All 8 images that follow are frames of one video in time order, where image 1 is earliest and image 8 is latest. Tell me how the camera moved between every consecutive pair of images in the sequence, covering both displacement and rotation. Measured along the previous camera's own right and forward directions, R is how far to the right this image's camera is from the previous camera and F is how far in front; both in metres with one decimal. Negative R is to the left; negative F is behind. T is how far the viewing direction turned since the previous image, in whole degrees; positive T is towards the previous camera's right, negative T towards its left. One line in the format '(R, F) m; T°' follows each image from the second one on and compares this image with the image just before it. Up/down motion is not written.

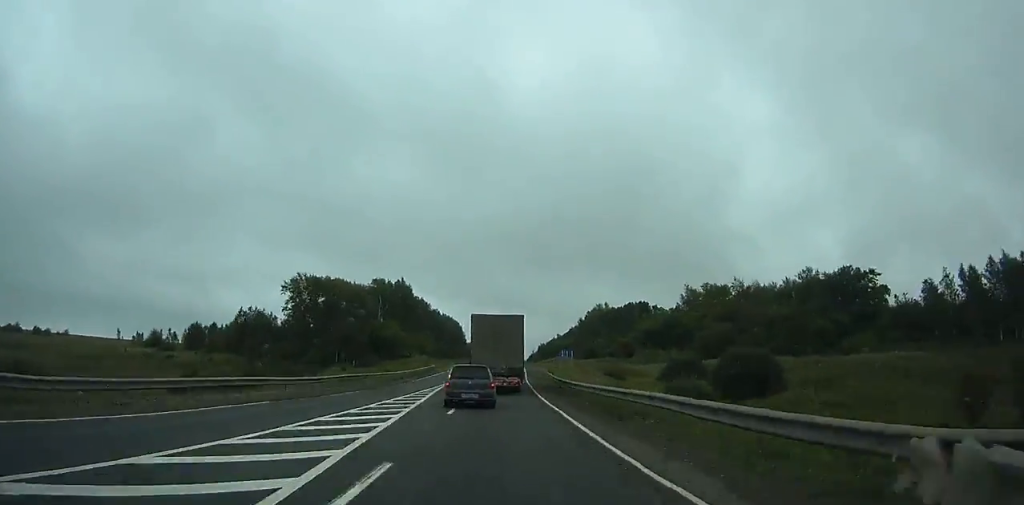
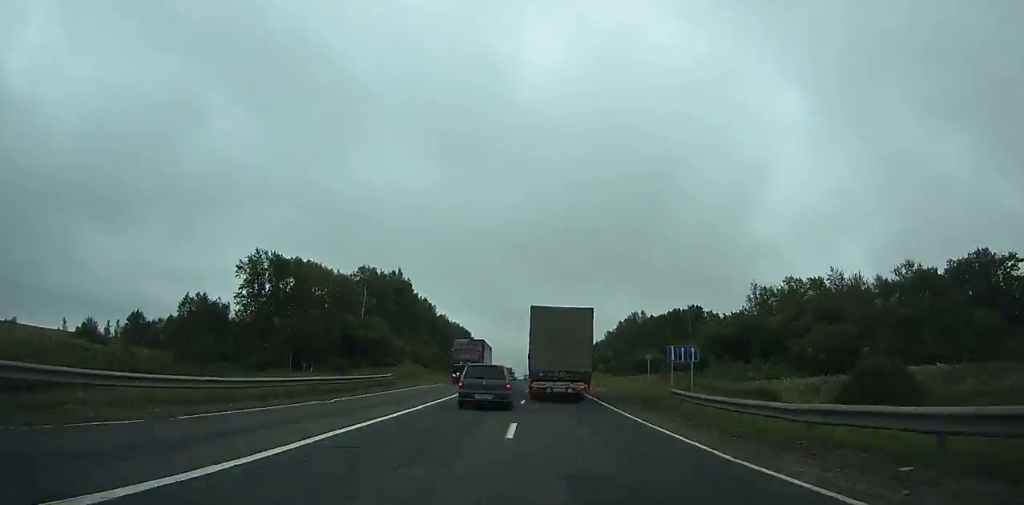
(0.0, +43.0) m; 0°
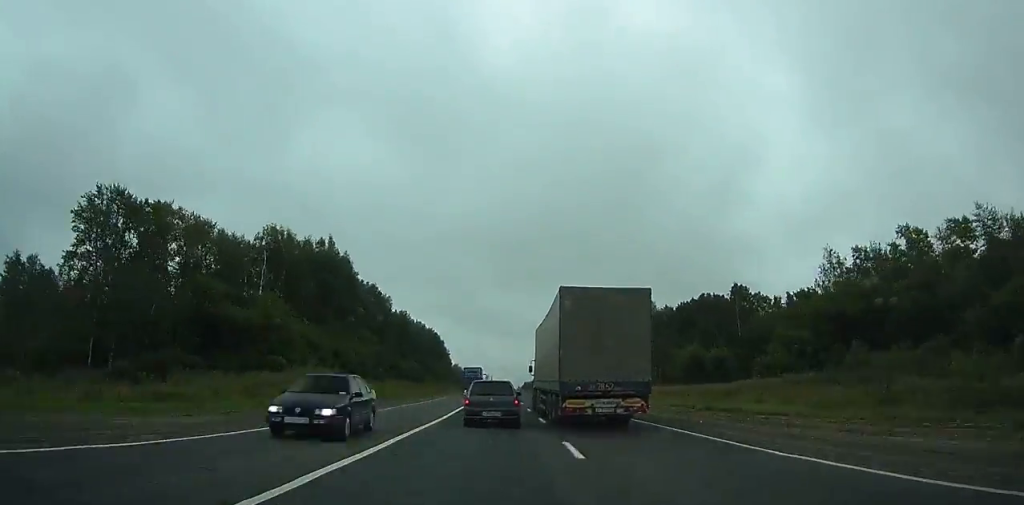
(-0.4, +48.9) m; +1°
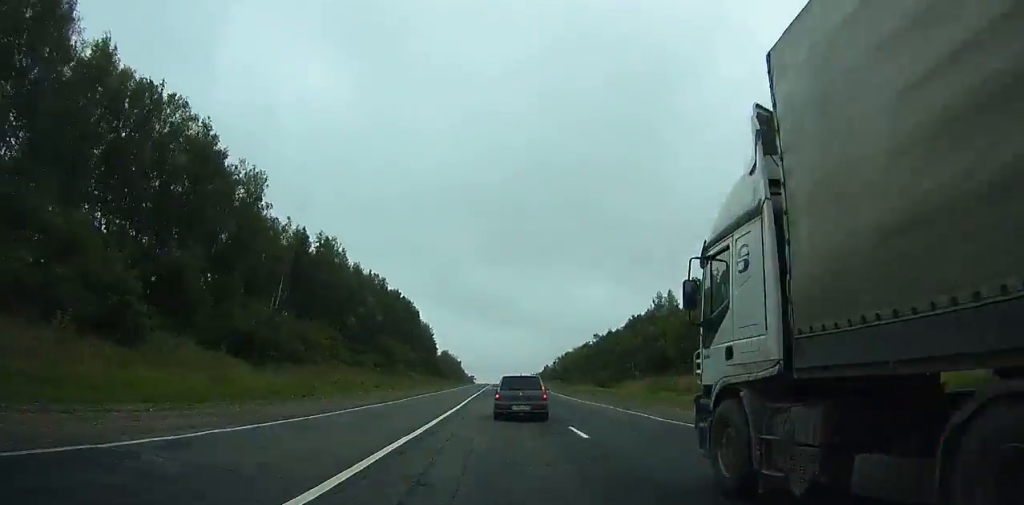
(+1.1, +101.1) m; +1°
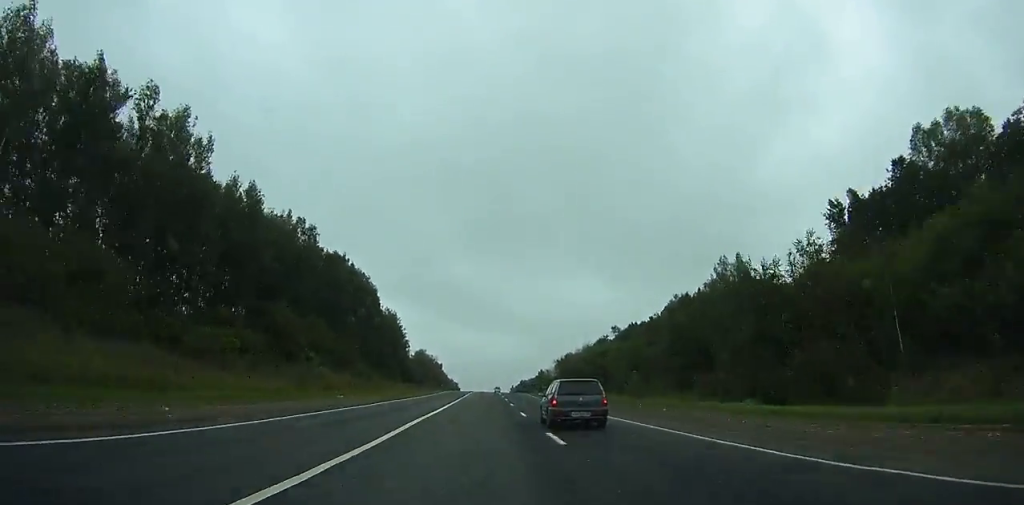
(+0.2, +59.4) m; 0°
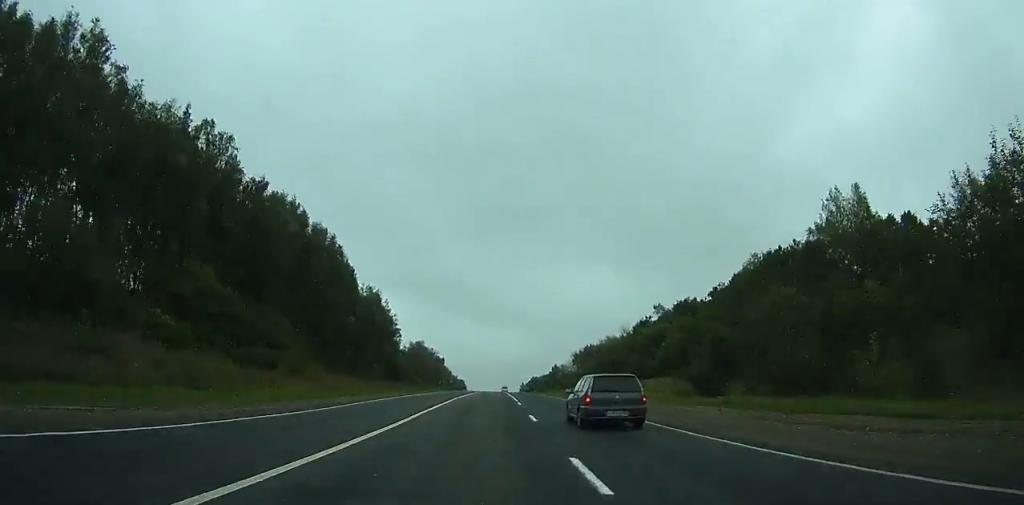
(+0.1, +41.2) m; 0°
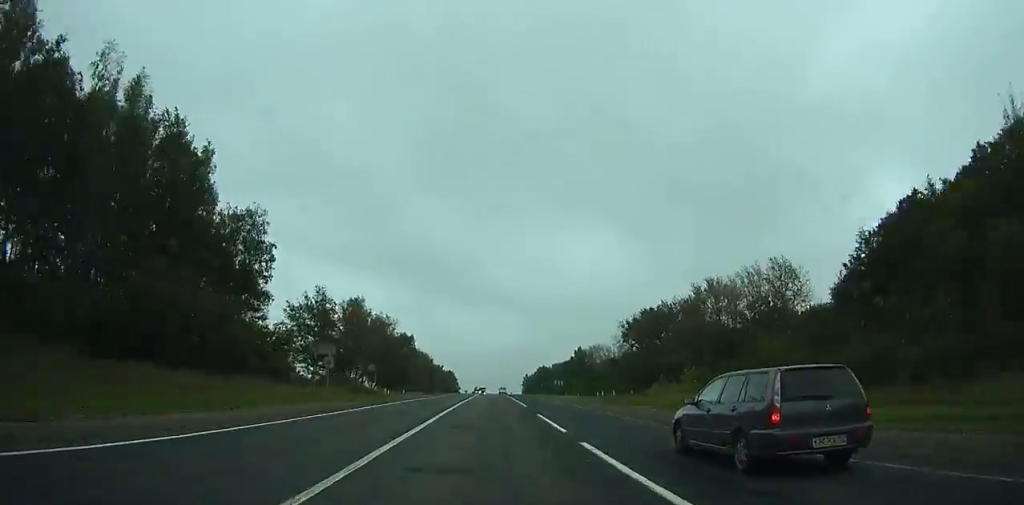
(-0.1, +115.3) m; 0°
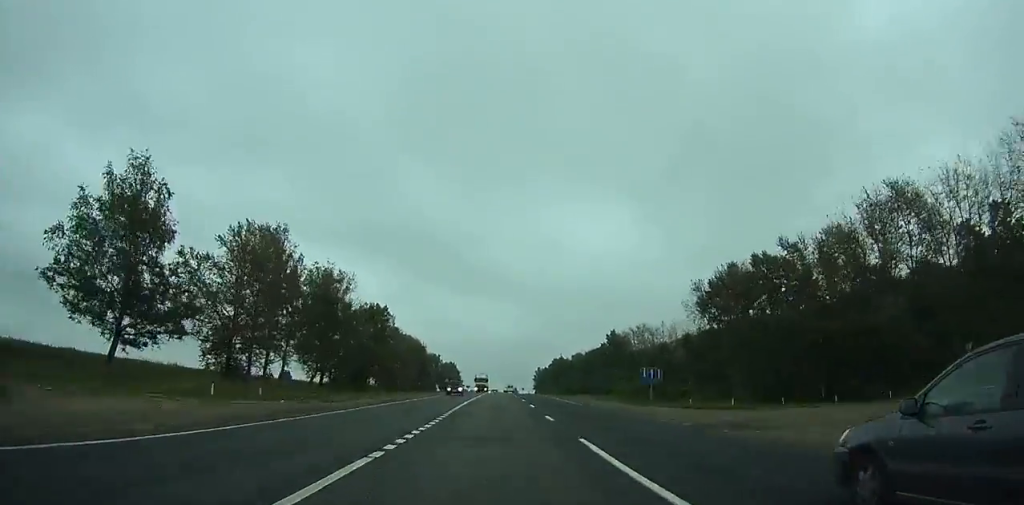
(-0.2, +62.1) m; 0°
